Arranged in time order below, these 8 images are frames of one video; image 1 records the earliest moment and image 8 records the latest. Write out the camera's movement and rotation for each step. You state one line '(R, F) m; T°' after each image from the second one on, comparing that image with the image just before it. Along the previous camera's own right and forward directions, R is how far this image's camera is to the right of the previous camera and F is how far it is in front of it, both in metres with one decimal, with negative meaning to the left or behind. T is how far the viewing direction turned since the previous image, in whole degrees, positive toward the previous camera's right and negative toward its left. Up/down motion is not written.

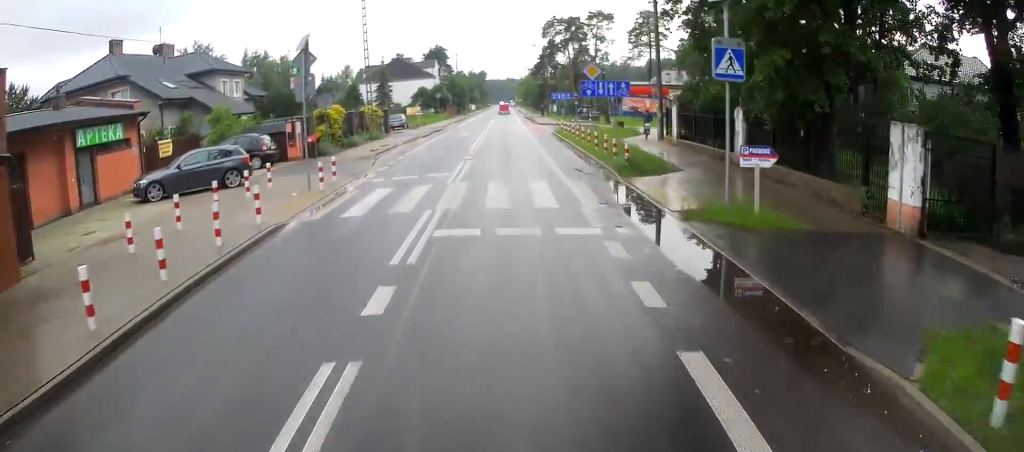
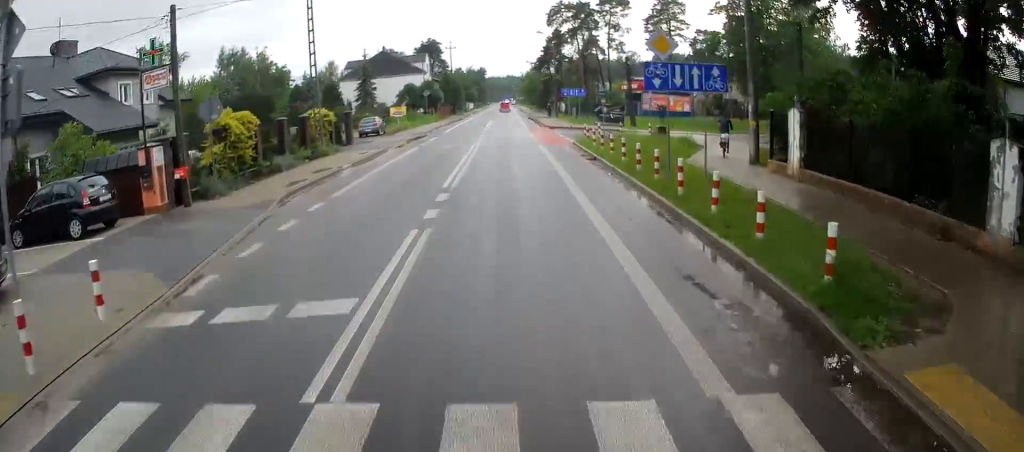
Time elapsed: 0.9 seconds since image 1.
(-0.3, +11.6) m; -1°
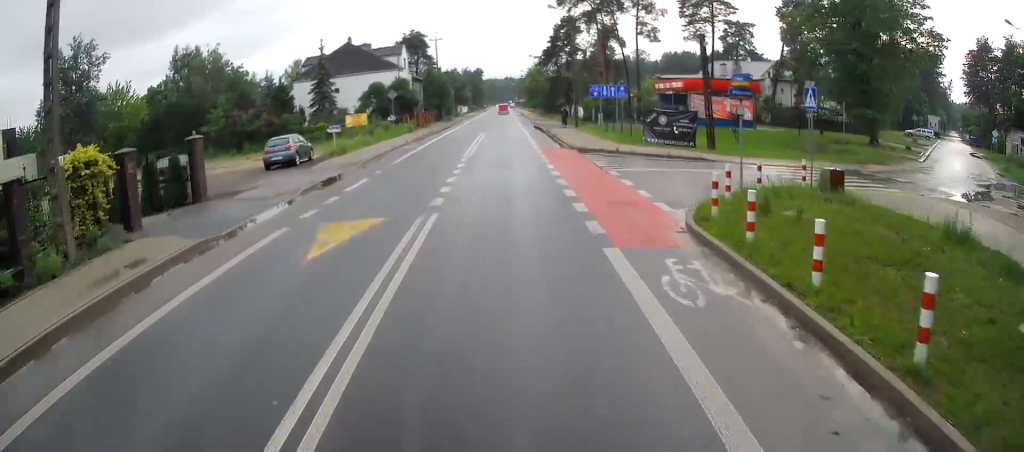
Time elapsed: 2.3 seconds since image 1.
(+0.1, +18.1) m; 0°
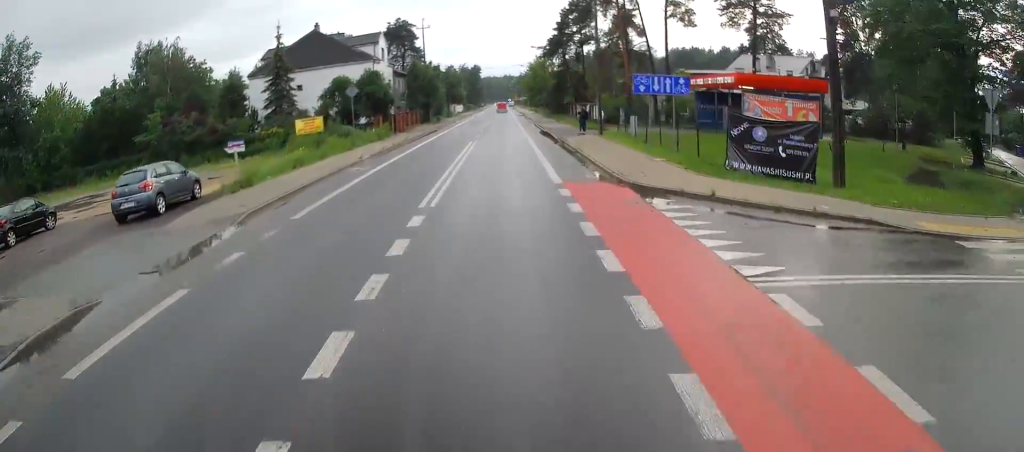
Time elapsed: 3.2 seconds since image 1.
(-0.1, +11.5) m; +1°
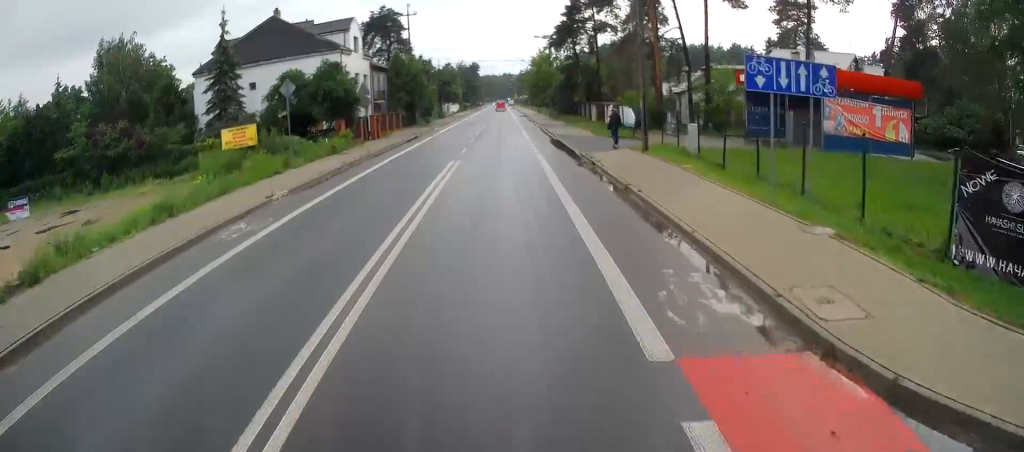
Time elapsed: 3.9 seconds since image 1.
(+0.2, +10.4) m; +2°
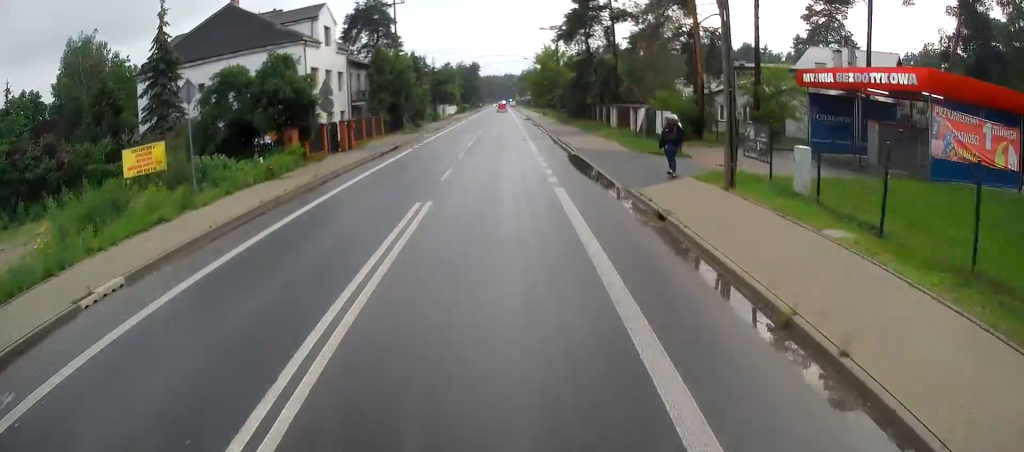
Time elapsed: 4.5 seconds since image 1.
(+0.1, +8.3) m; +1°
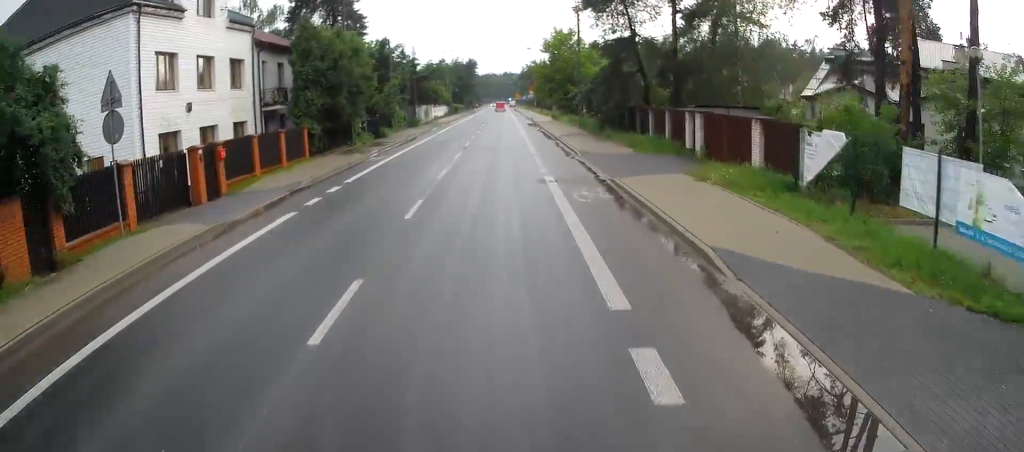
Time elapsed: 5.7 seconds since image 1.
(0.0, +17.3) m; -1°
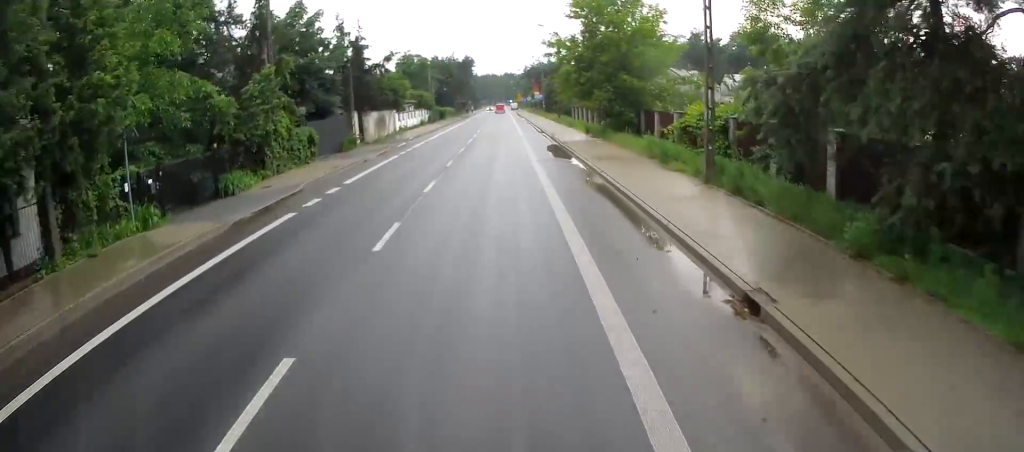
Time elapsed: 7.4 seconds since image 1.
(-0.3, +24.9) m; -1°
